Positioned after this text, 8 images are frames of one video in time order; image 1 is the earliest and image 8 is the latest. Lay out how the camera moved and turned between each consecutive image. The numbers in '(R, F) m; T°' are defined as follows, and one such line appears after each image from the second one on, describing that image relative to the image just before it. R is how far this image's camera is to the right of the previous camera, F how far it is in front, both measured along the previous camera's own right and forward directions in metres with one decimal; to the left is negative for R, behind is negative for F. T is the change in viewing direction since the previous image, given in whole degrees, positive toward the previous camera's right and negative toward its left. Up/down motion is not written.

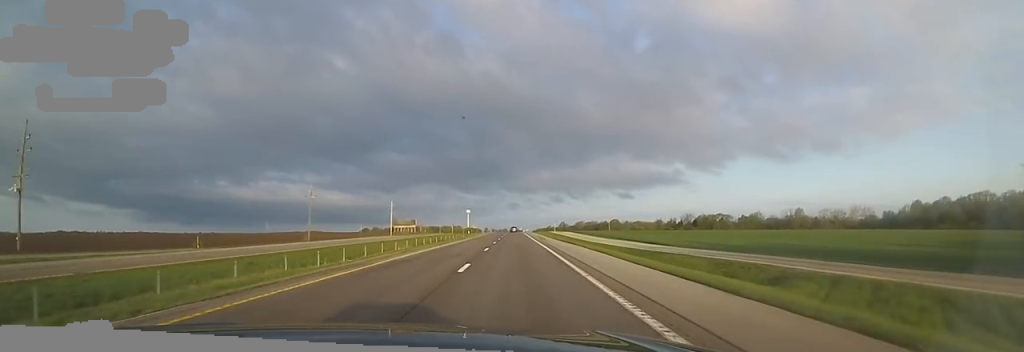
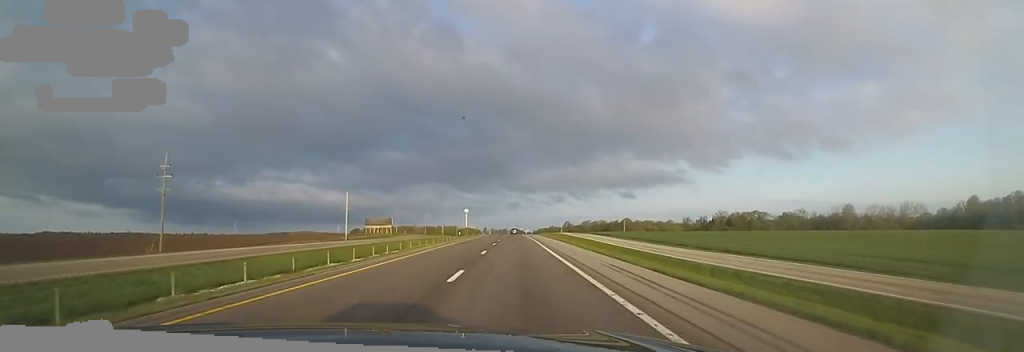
(0.0, +51.6) m; -2°
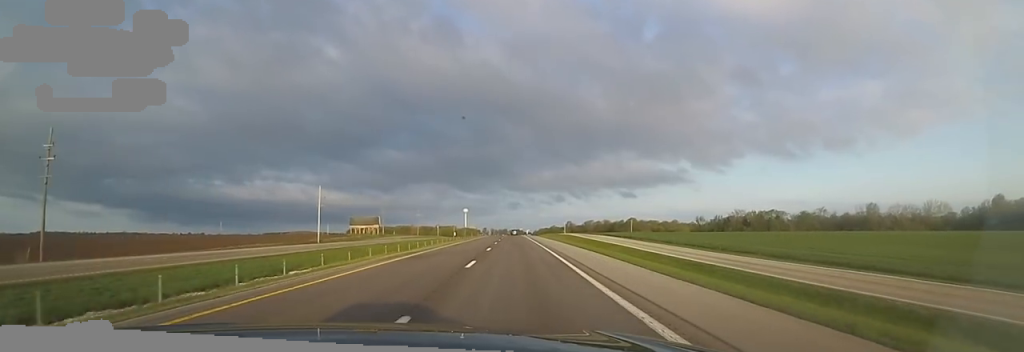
(-0.5, +20.3) m; -1°
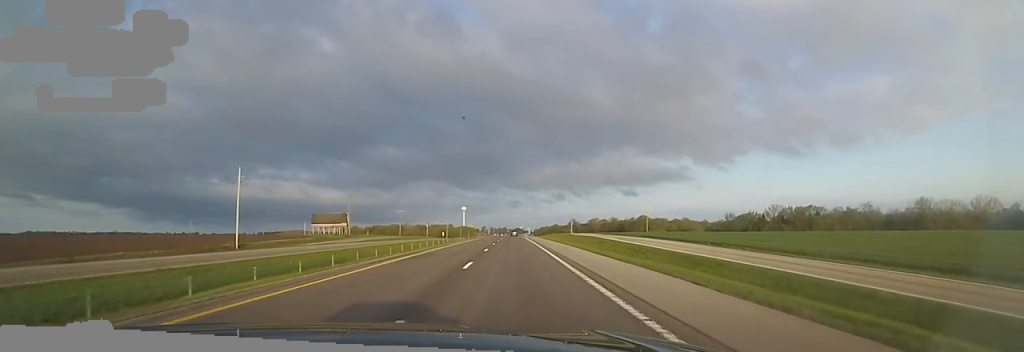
(-0.2, +37.3) m; +1°
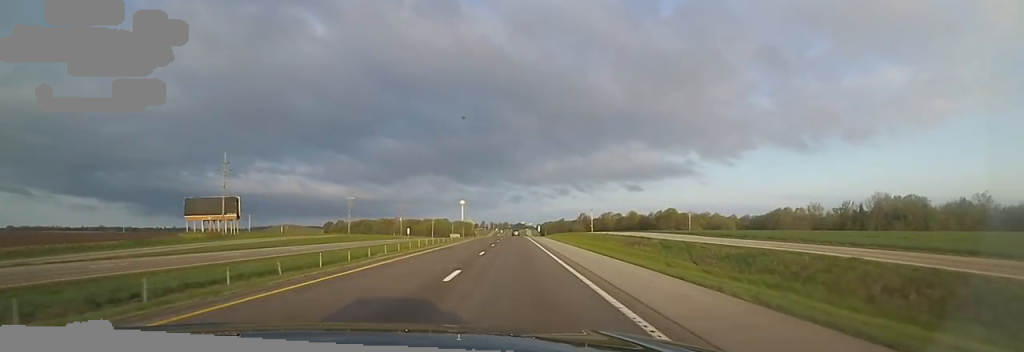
(+1.5, +65.7) m; +1°
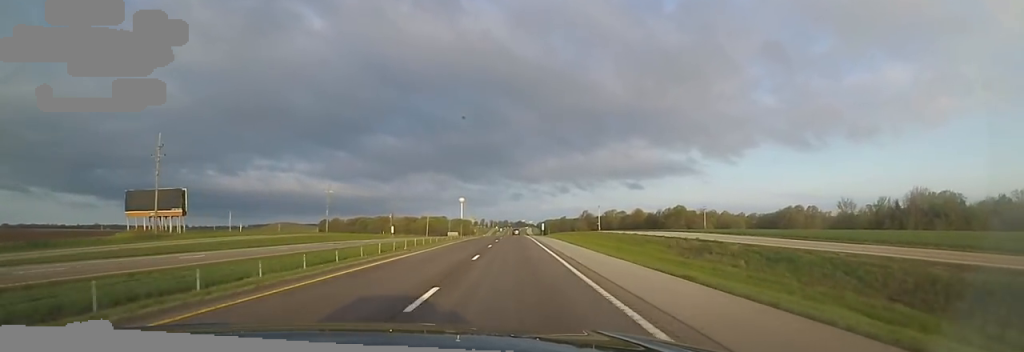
(0.0, +16.9) m; 0°
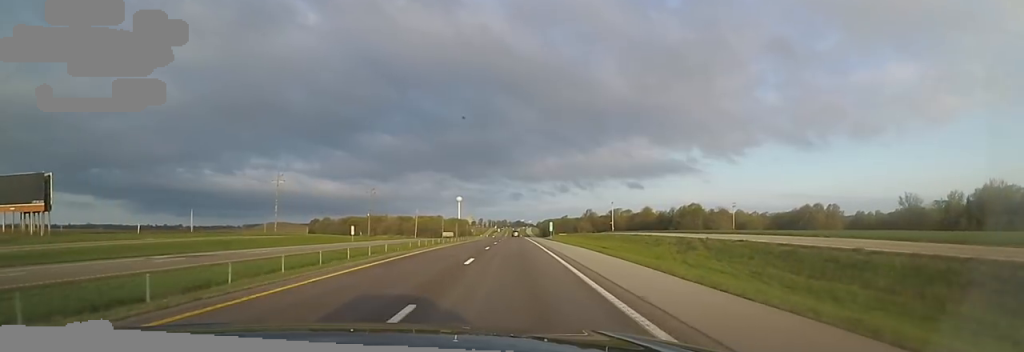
(0.0, +26.5) m; 0°
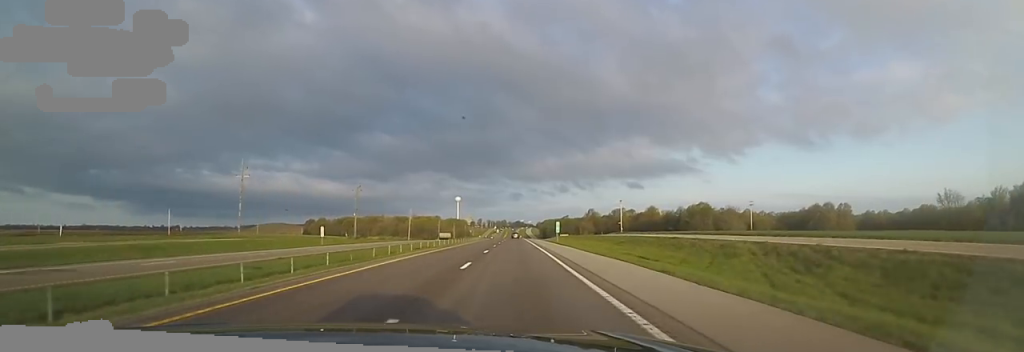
(0.0, +13.2) m; 0°
